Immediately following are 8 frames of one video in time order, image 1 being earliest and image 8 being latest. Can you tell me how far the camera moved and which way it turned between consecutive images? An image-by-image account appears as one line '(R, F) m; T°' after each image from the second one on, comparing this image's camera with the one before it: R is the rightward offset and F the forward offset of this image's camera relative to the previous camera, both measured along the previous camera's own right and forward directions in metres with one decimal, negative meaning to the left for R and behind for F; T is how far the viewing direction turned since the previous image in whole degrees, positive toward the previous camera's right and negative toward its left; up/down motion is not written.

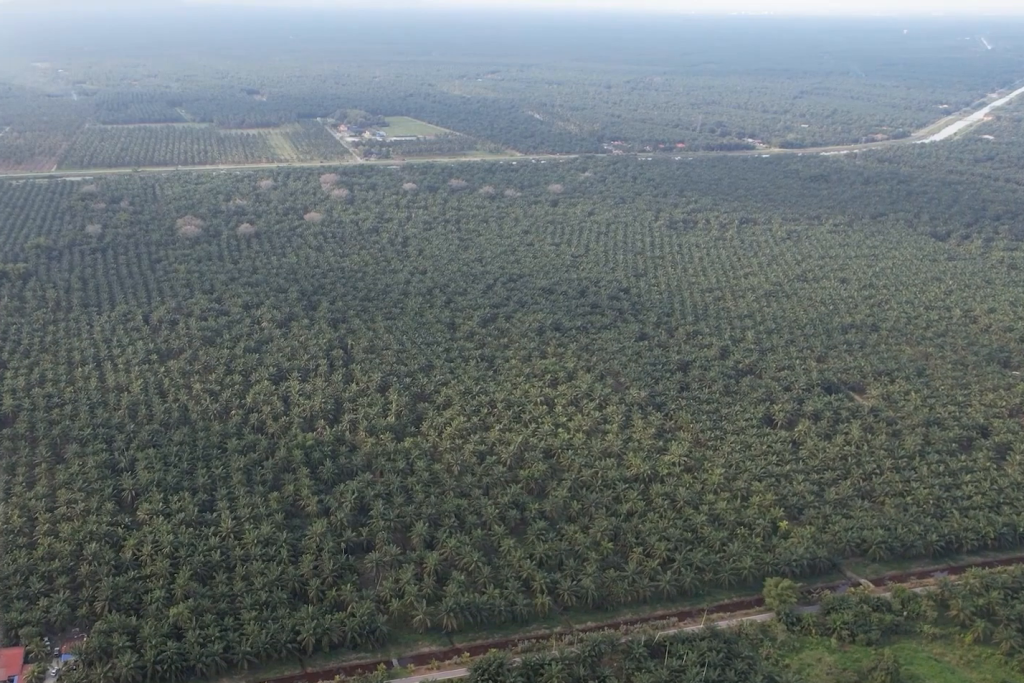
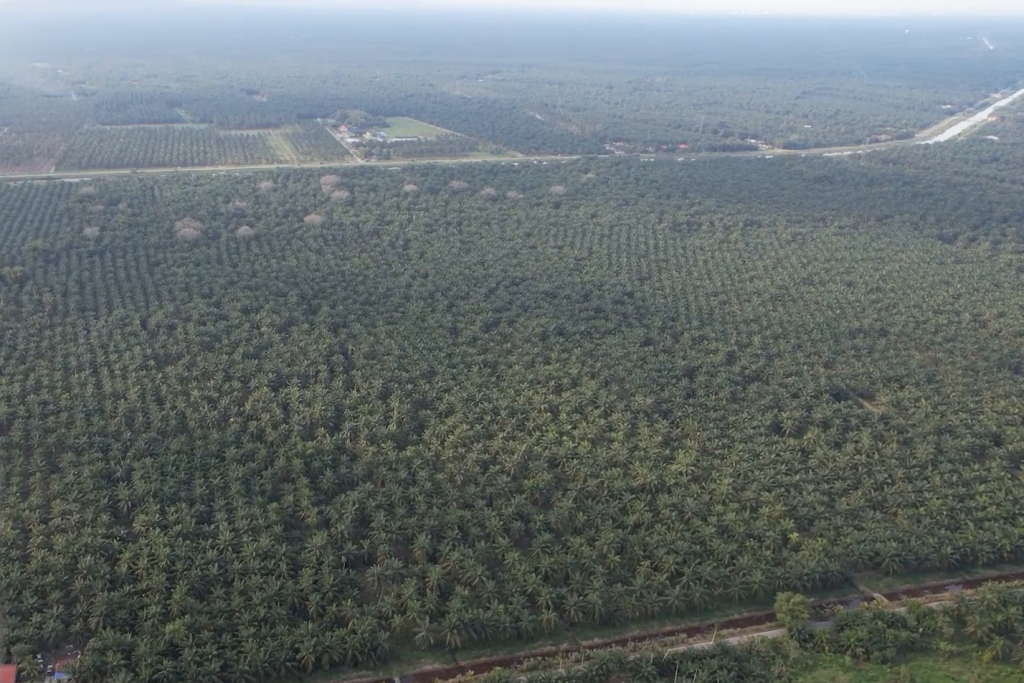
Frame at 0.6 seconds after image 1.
(0.0, +9.0) m; 0°
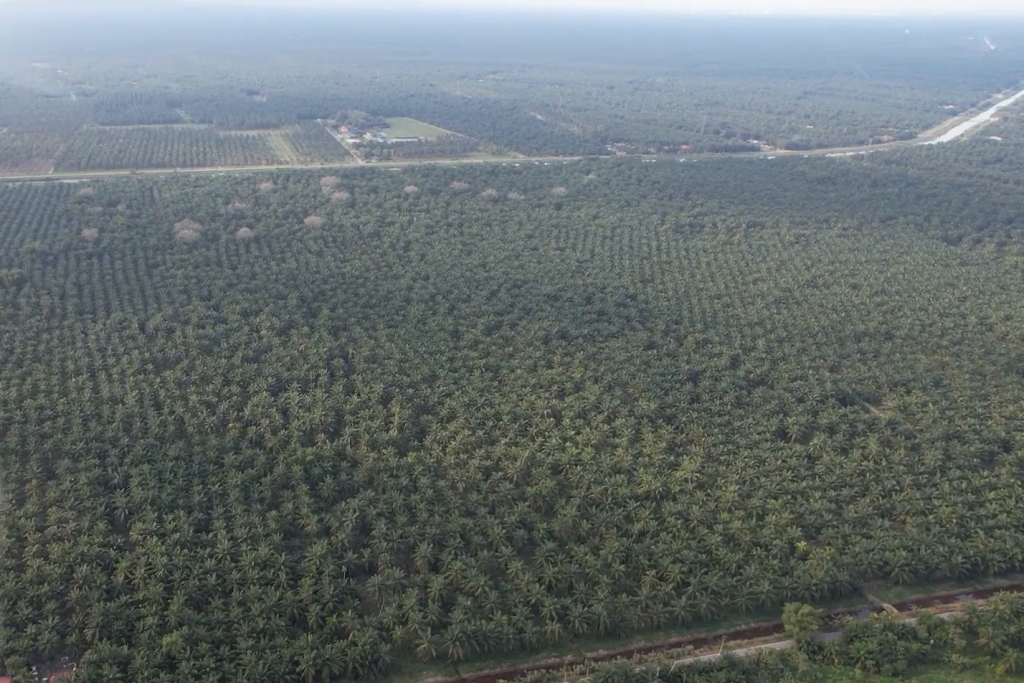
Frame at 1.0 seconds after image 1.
(0.0, +6.0) m; 0°
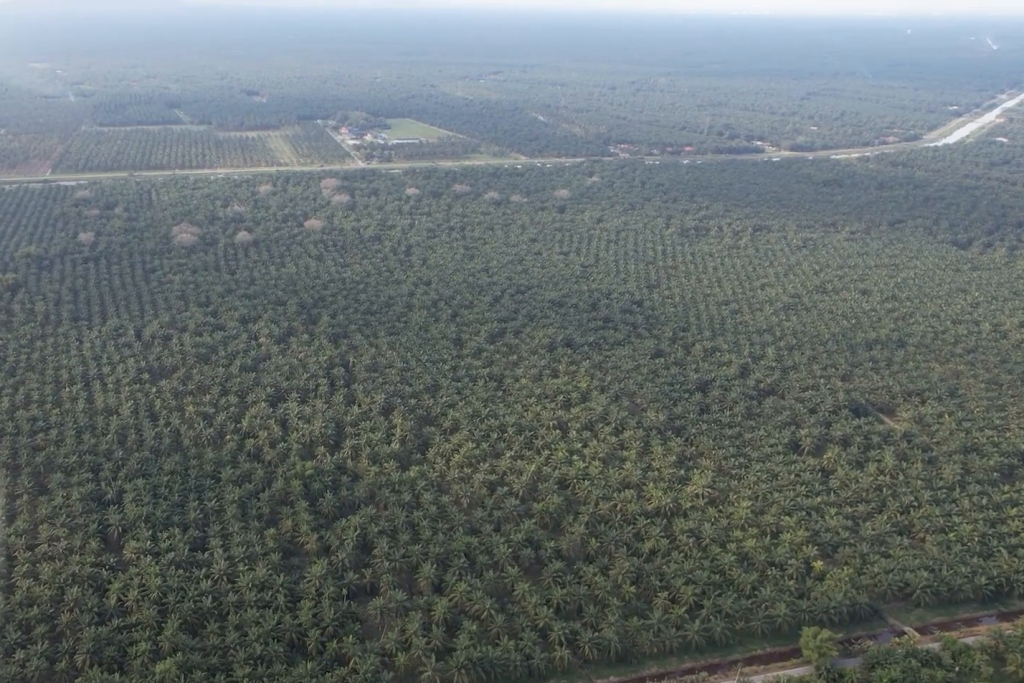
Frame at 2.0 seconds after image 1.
(0.0, +13.7) m; 0°
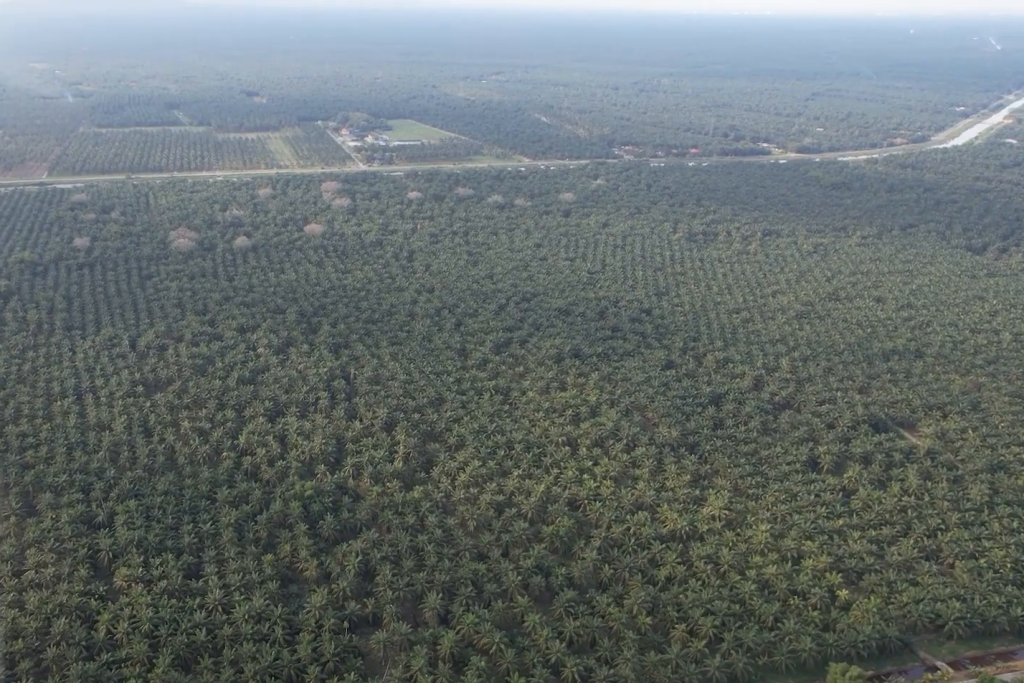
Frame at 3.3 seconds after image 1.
(0.0, +17.3) m; 0°
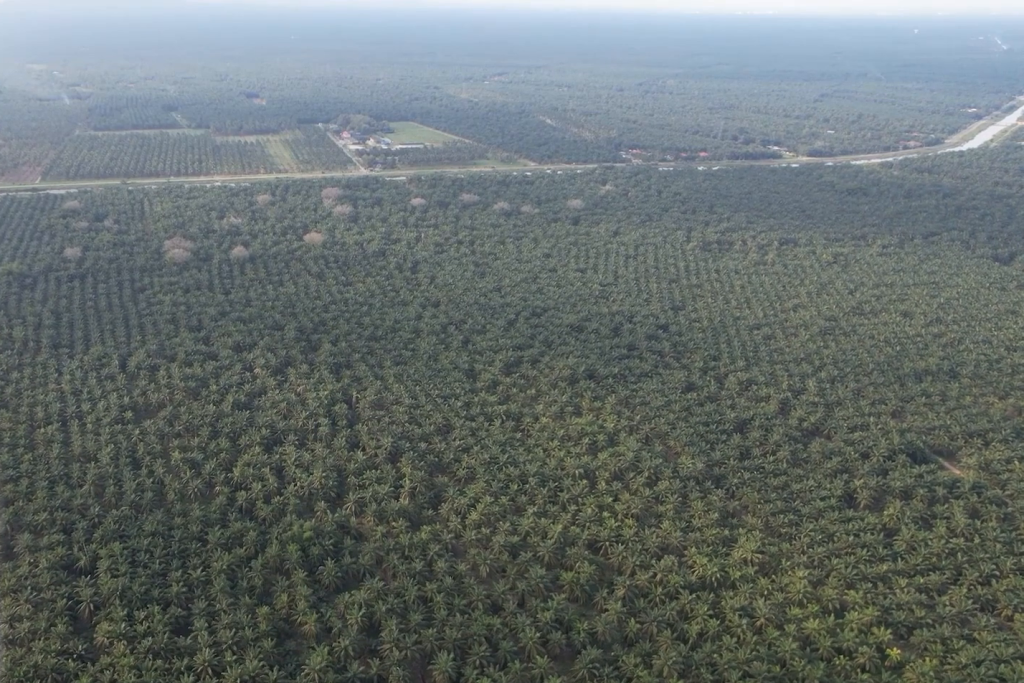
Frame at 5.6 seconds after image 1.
(0.0, +27.5) m; 0°
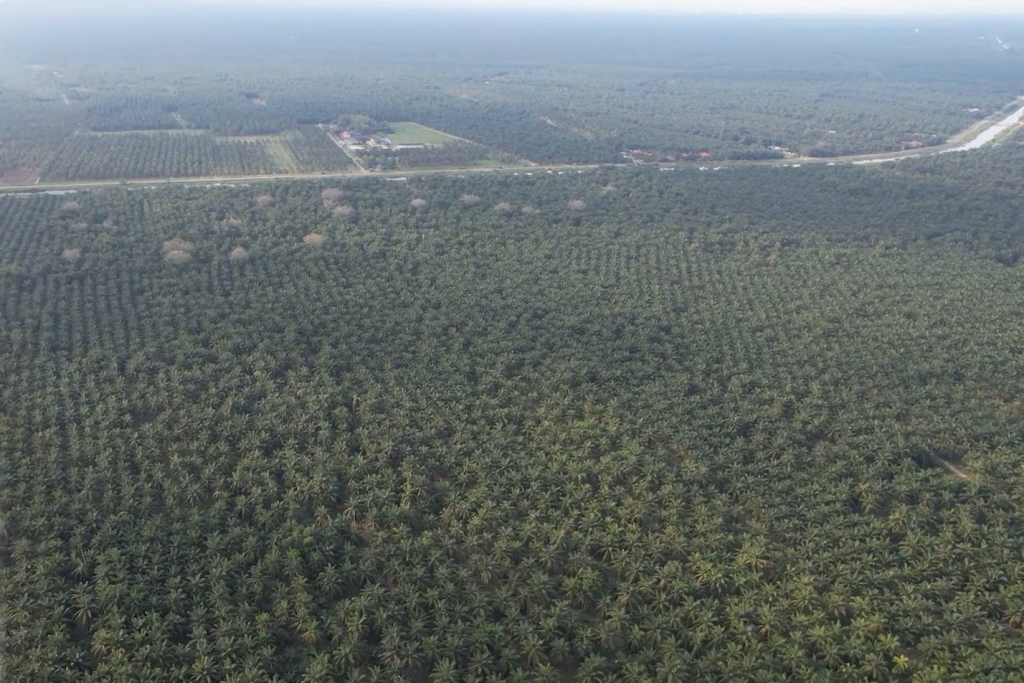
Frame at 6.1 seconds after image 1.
(0.0, +4.9) m; 0°
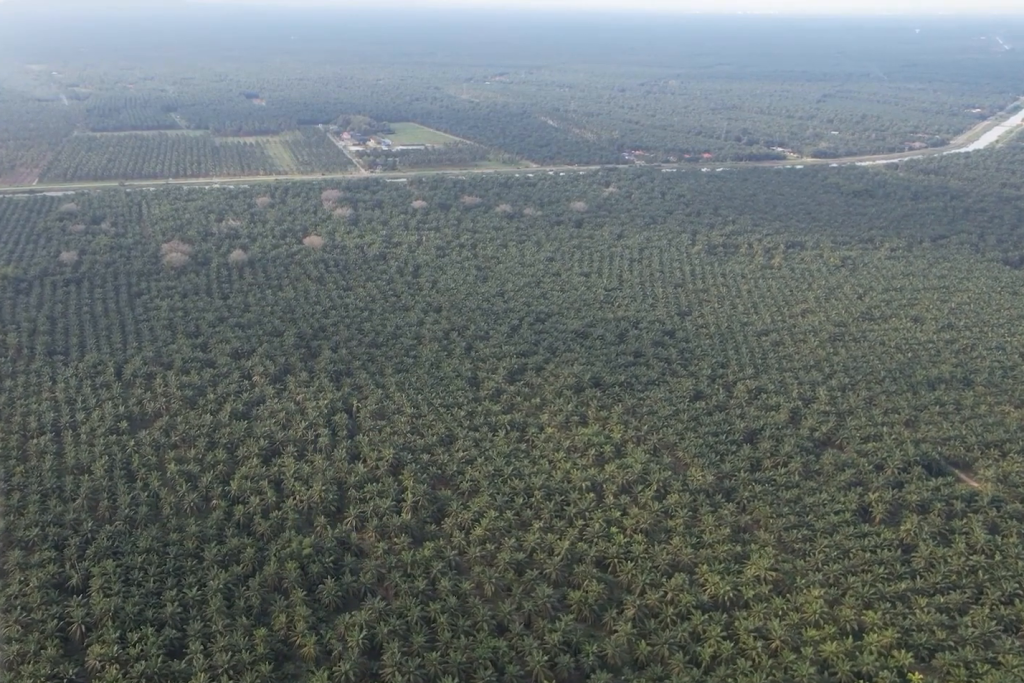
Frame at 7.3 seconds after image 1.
(-0.1, +10.7) m; 0°
